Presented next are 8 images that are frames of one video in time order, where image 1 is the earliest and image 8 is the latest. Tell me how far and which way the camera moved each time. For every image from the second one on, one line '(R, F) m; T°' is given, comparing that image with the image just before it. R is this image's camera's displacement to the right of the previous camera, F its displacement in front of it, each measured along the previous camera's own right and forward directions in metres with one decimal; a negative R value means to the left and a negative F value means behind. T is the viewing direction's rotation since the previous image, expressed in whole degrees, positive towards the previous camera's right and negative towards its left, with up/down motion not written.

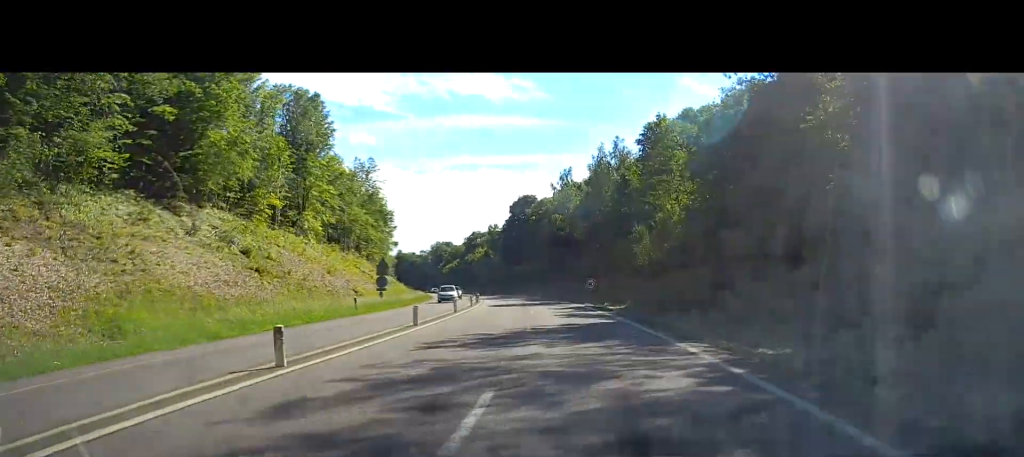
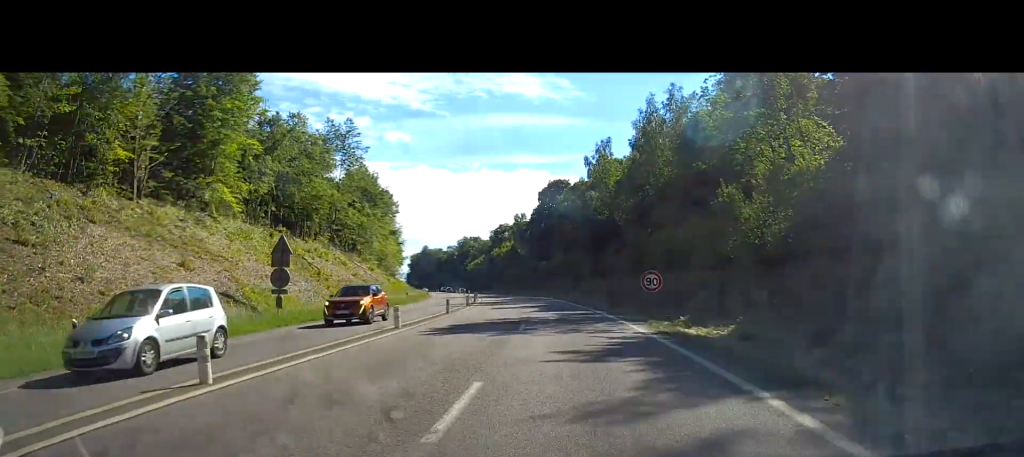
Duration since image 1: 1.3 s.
(-1.0, +26.1) m; -4°
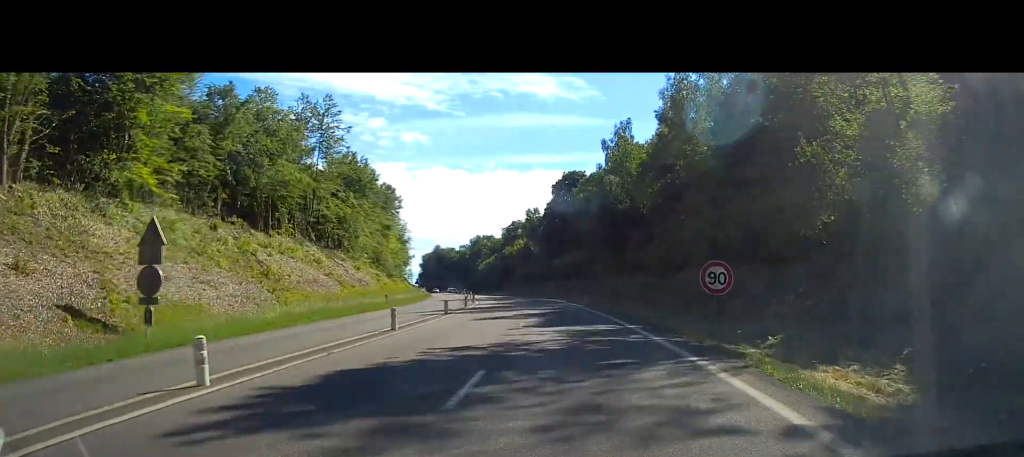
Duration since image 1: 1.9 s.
(-0.4, +12.2) m; -1°
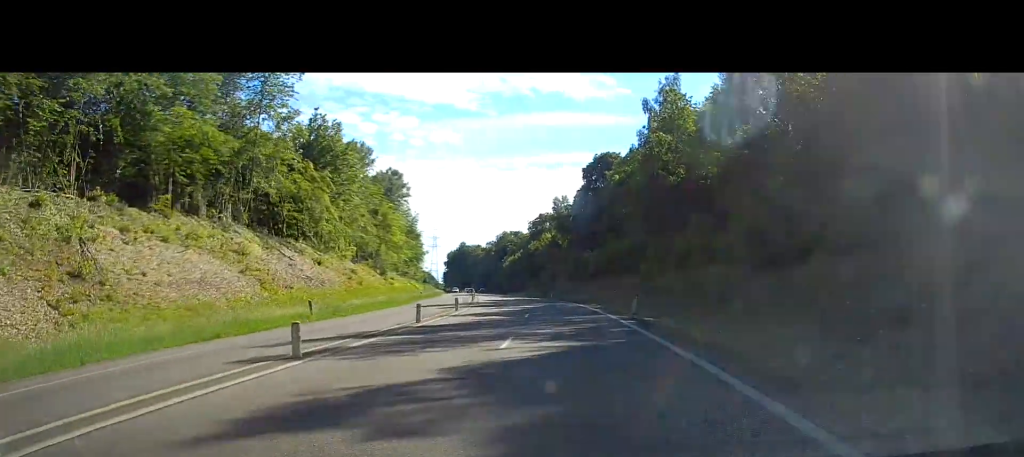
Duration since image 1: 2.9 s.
(-0.2, +20.6) m; -2°
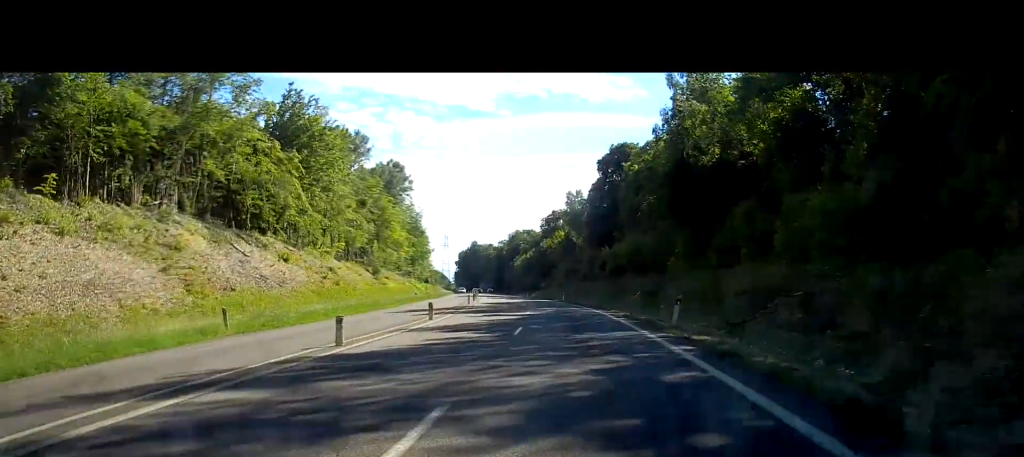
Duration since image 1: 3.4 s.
(-0.1, +9.7) m; -1°
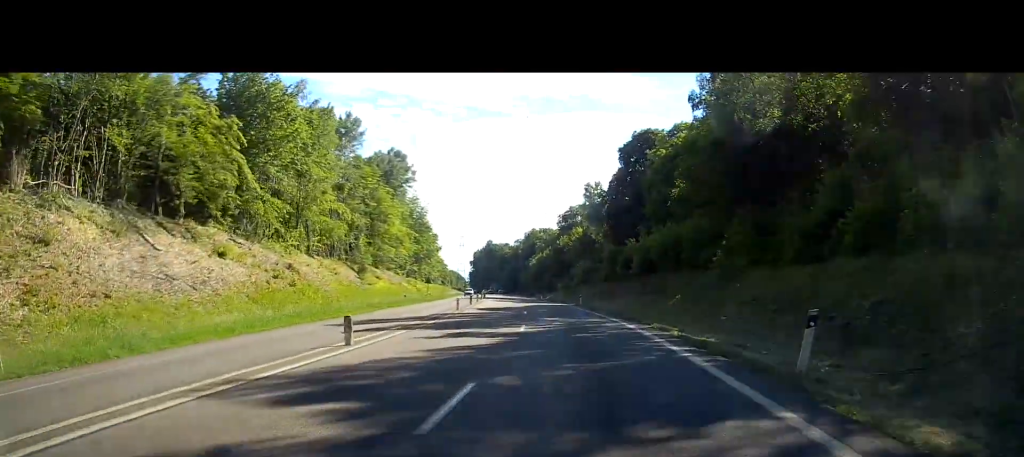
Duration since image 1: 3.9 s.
(-0.3, +11.9) m; -2°
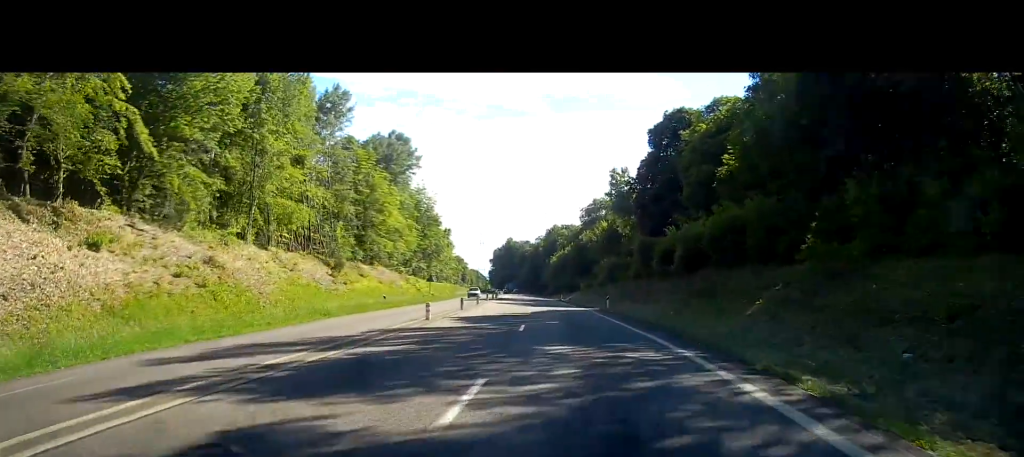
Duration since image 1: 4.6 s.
(-0.2, +13.4) m; -1°
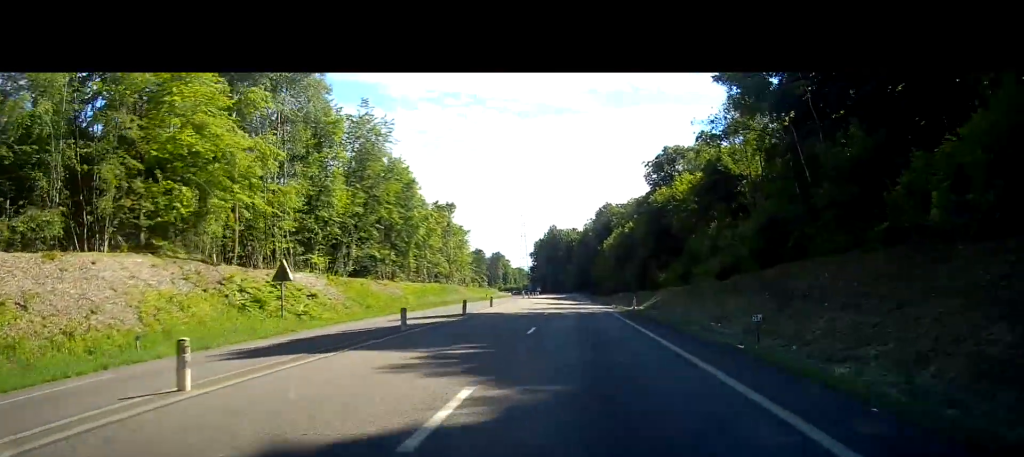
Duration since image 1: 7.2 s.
(-1.9, +56.1) m; -4°
